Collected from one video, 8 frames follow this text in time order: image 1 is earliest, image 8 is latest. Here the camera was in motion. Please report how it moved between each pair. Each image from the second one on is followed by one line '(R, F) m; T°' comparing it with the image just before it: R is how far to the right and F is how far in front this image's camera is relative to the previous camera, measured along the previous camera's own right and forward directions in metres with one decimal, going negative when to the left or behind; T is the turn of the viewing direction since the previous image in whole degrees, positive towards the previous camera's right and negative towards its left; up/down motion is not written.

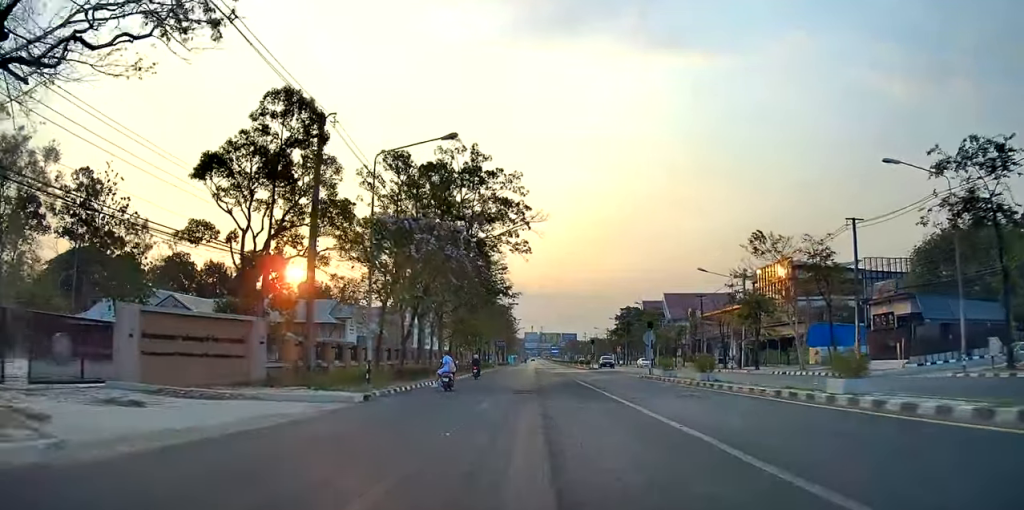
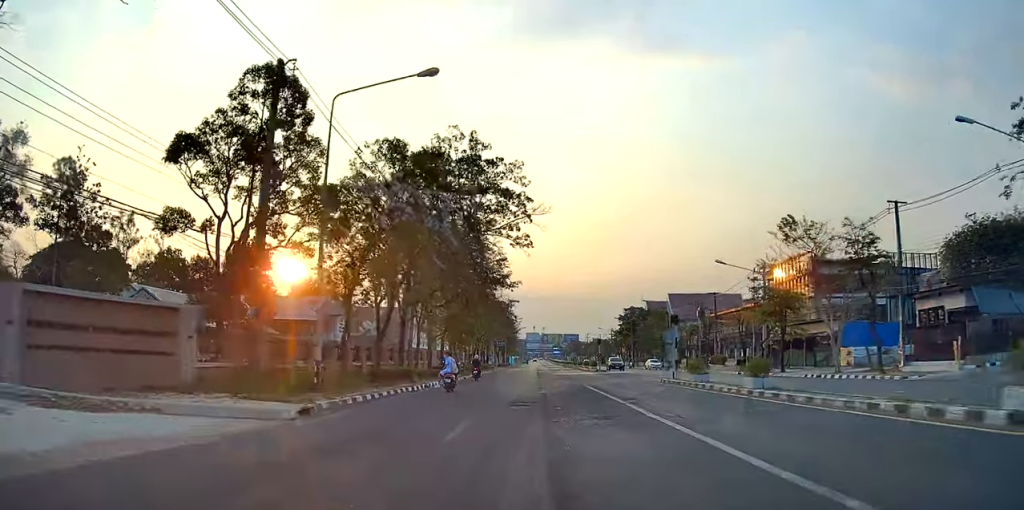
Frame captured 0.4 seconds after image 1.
(+0.3, +5.4) m; 0°
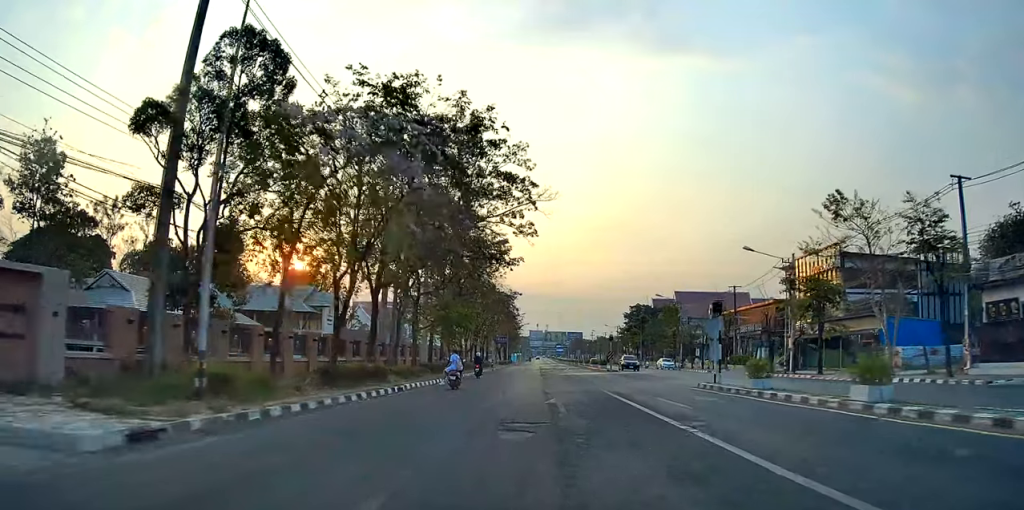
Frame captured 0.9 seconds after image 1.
(+0.3, +6.5) m; 0°
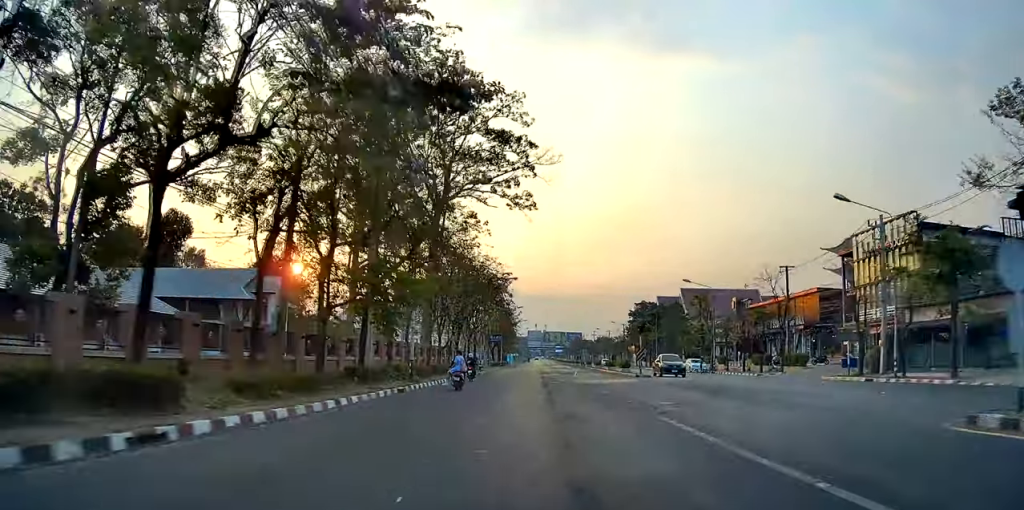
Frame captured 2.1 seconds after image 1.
(-0.4, +16.1) m; 0°
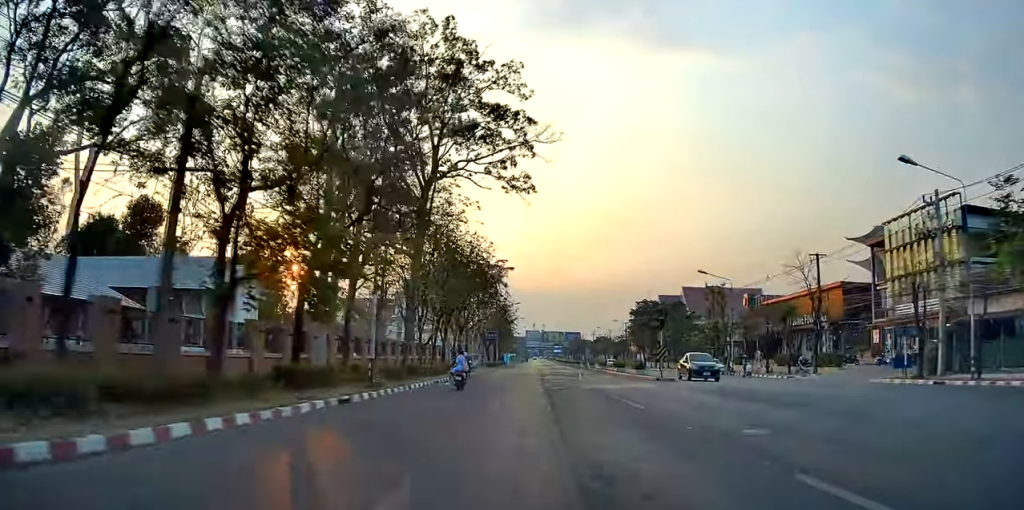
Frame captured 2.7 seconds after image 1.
(+0.4, +7.2) m; 0°
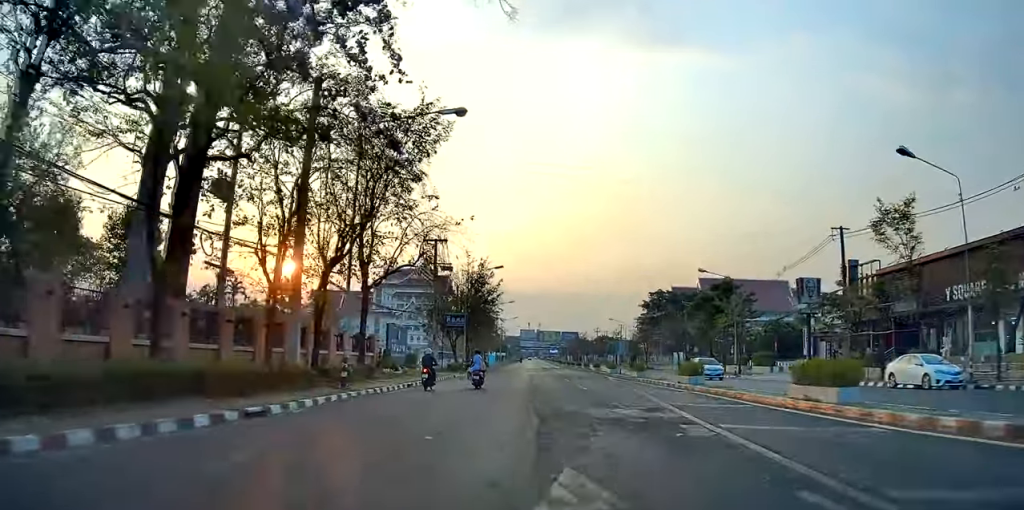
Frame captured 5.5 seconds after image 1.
(-1.7, +36.9) m; -2°
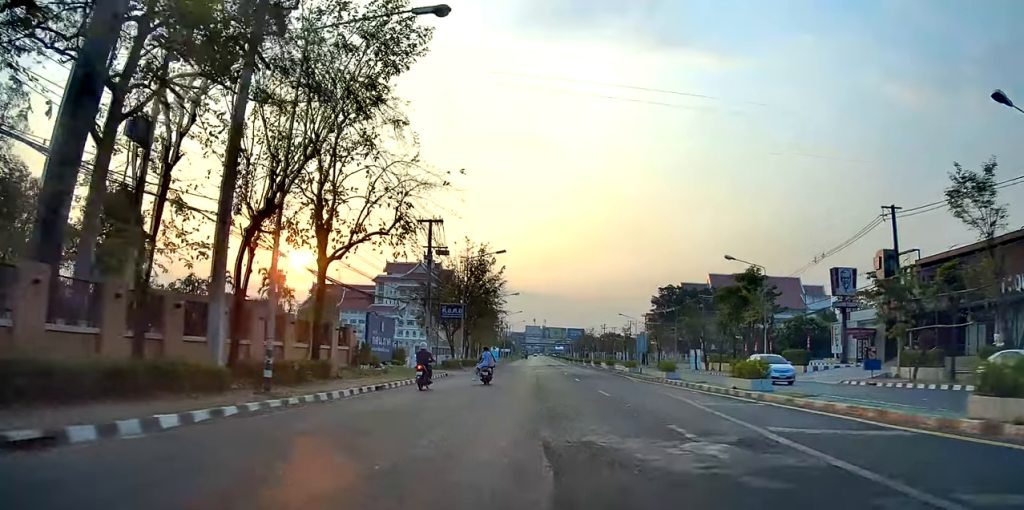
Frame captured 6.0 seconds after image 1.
(+0.2, +6.5) m; 0°
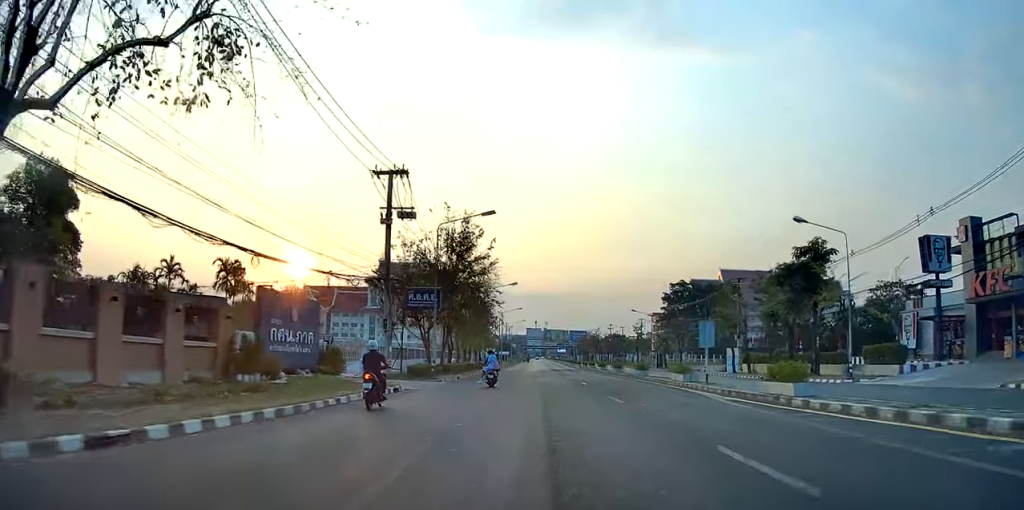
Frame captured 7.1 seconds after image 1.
(-0.5, +14.6) m; -2°
